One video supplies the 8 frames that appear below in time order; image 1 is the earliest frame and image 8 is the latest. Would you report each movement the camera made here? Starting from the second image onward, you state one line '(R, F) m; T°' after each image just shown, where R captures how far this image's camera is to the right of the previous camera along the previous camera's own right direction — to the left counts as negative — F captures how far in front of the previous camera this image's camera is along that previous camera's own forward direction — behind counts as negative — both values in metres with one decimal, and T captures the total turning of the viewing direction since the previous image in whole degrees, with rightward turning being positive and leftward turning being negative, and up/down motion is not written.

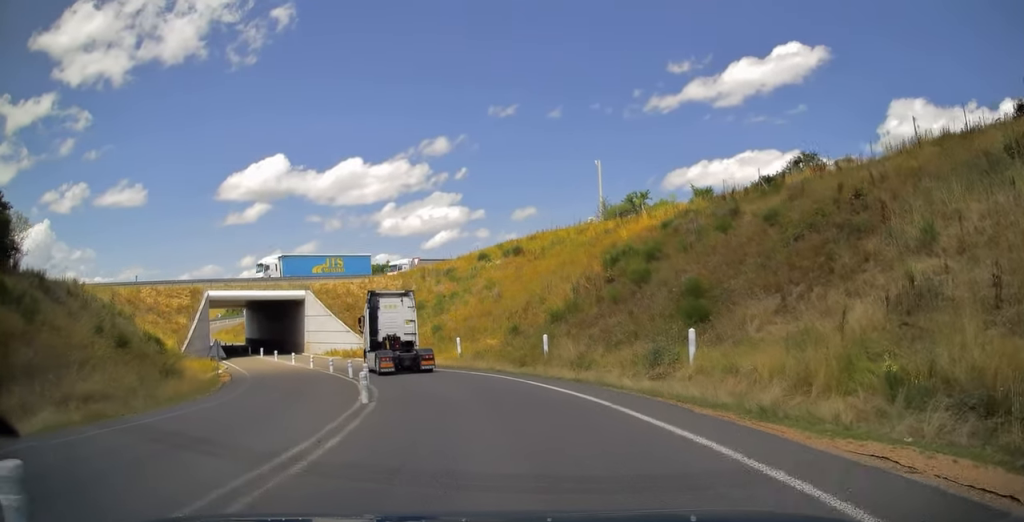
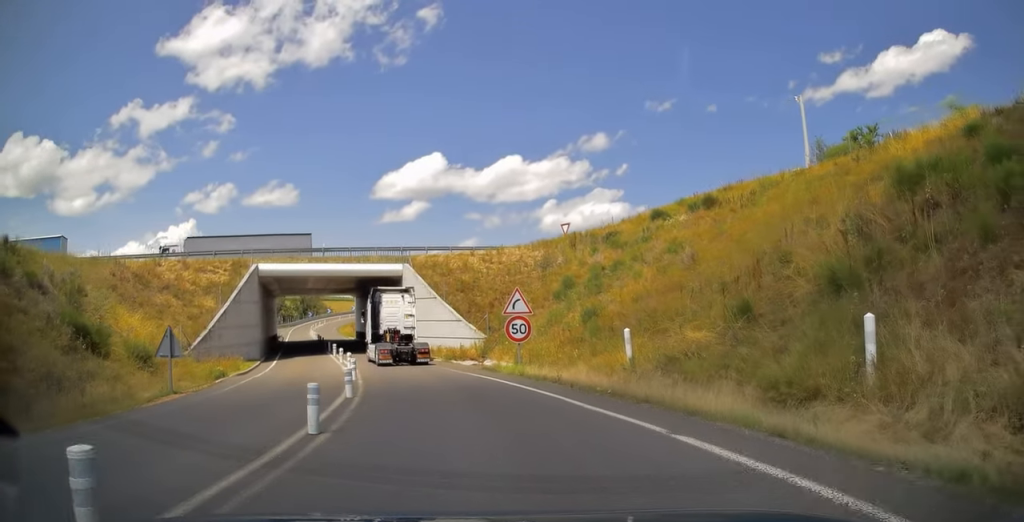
(-1.7, +17.5) m; -12°
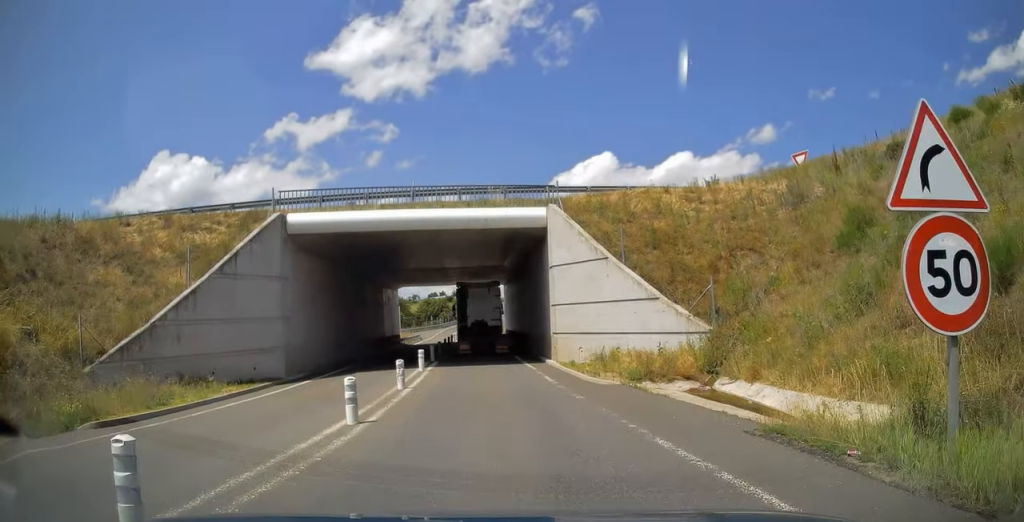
(-2.2, +17.7) m; -15°
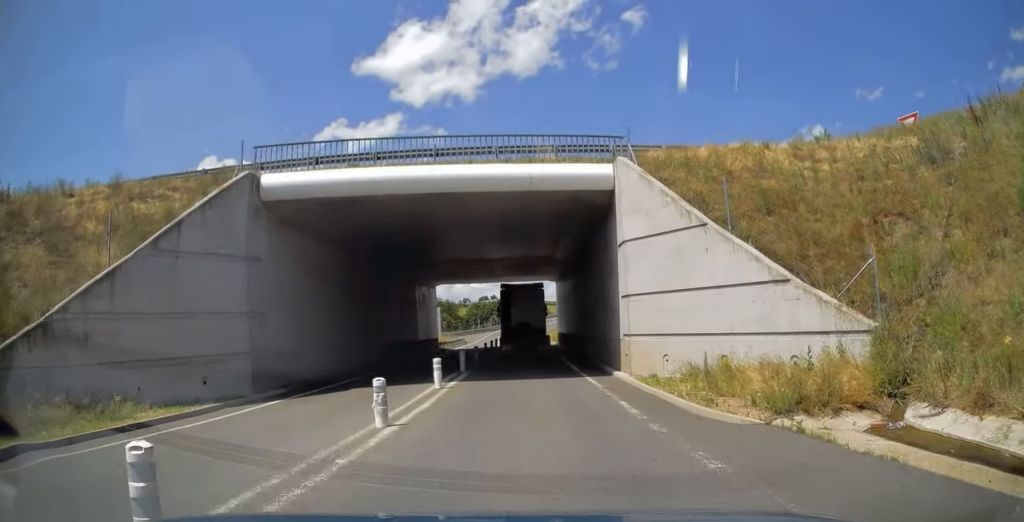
(-0.4, +6.4) m; -5°
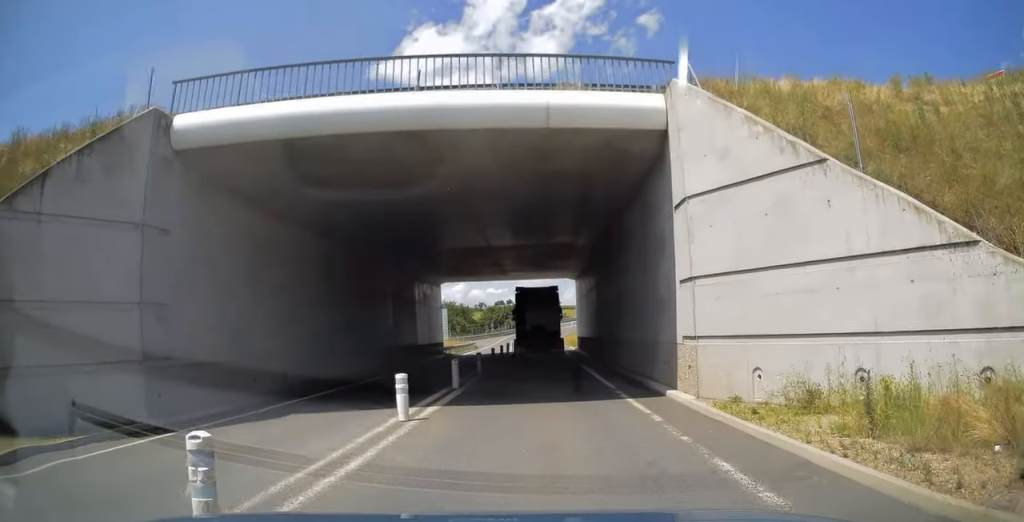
(-0.1, +5.4) m; -4°
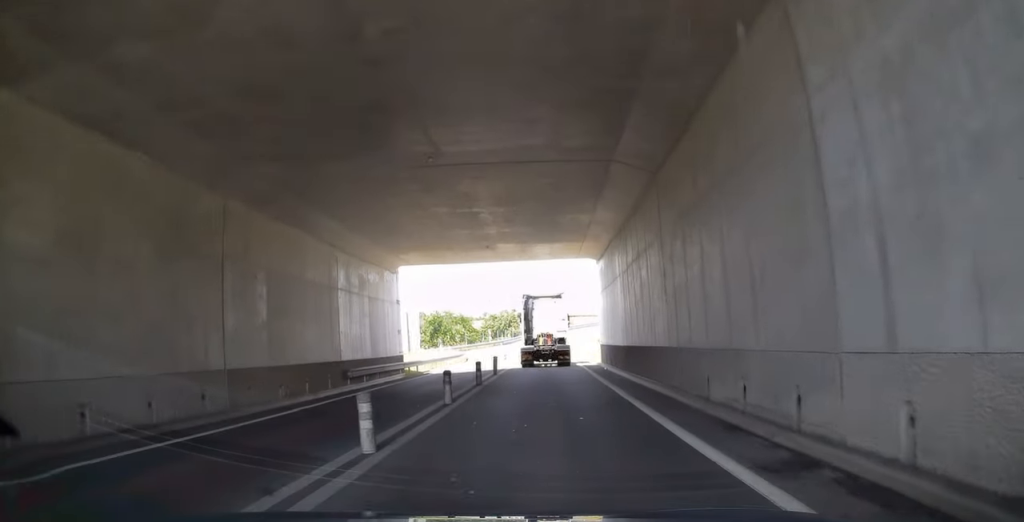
(-1.0, +14.2) m; -5°
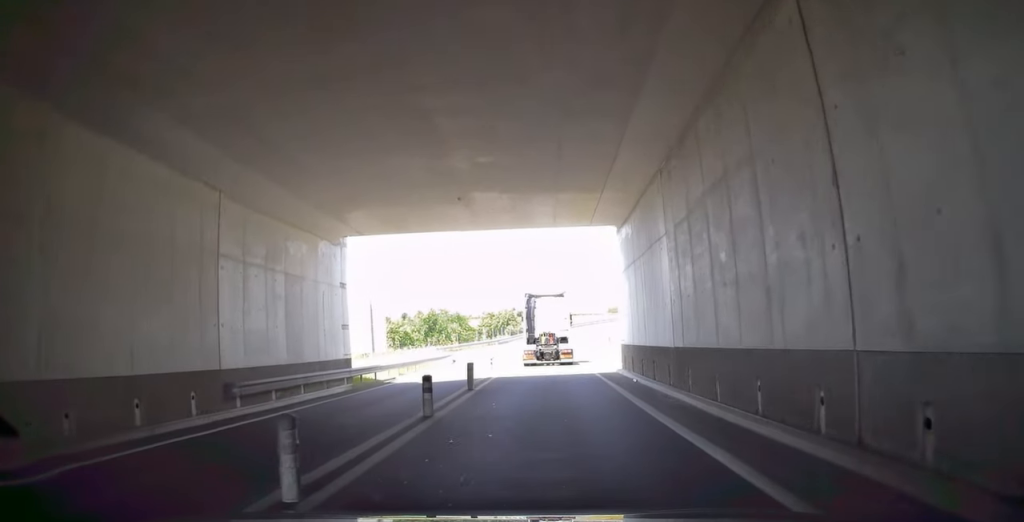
(-0.1, +8.1) m; -1°
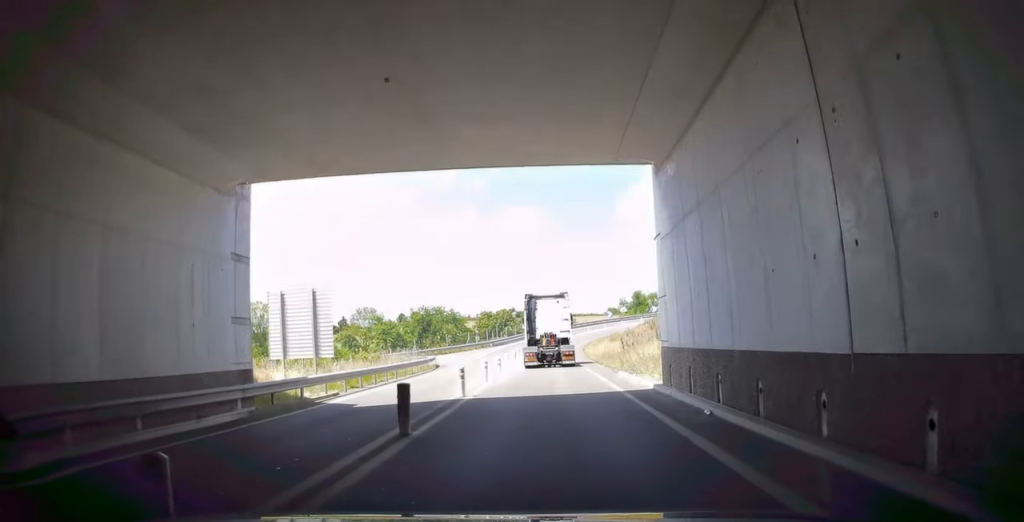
(0.0, +7.7) m; -1°
